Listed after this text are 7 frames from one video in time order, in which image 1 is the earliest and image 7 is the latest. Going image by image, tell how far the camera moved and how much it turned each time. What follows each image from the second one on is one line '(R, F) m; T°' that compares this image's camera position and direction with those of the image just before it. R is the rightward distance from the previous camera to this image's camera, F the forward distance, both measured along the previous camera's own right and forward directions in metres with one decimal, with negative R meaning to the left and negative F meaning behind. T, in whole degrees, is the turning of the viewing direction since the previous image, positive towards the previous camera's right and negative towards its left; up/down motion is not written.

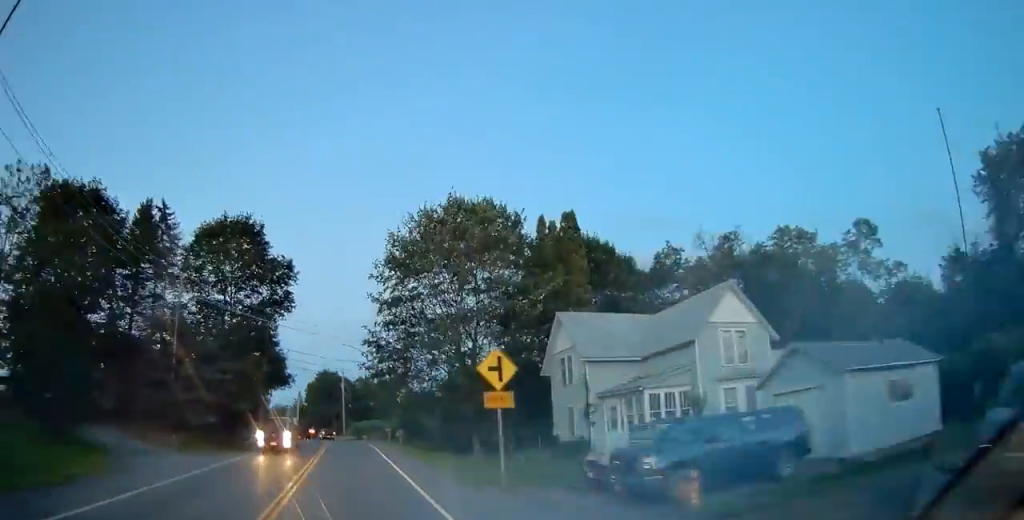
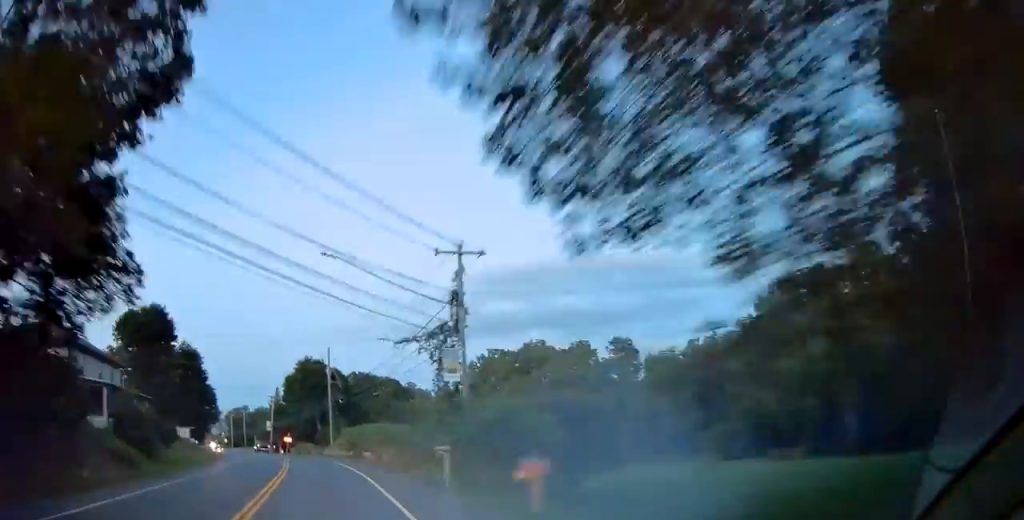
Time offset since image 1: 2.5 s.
(+1.3, +33.2) m; -2°
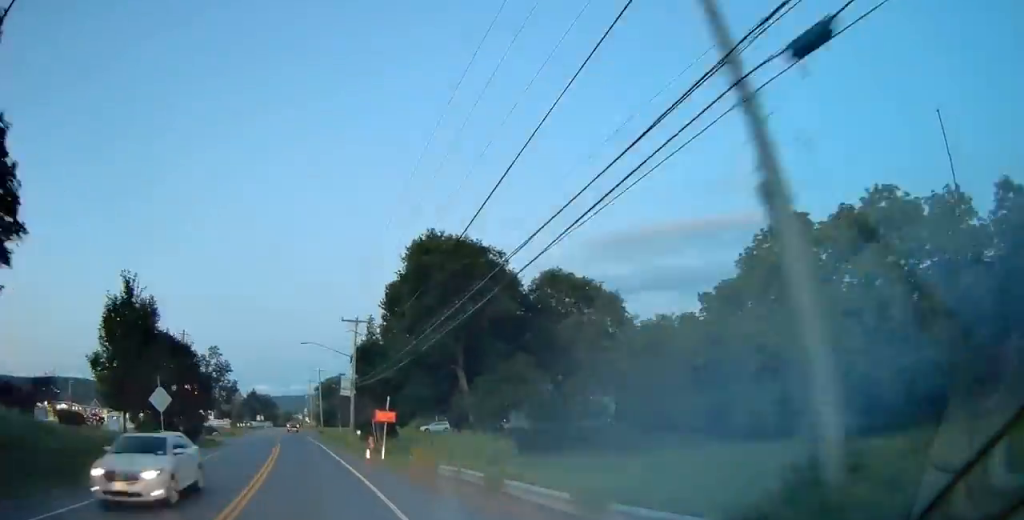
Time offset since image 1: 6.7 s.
(-4.3, +55.4) m; -8°
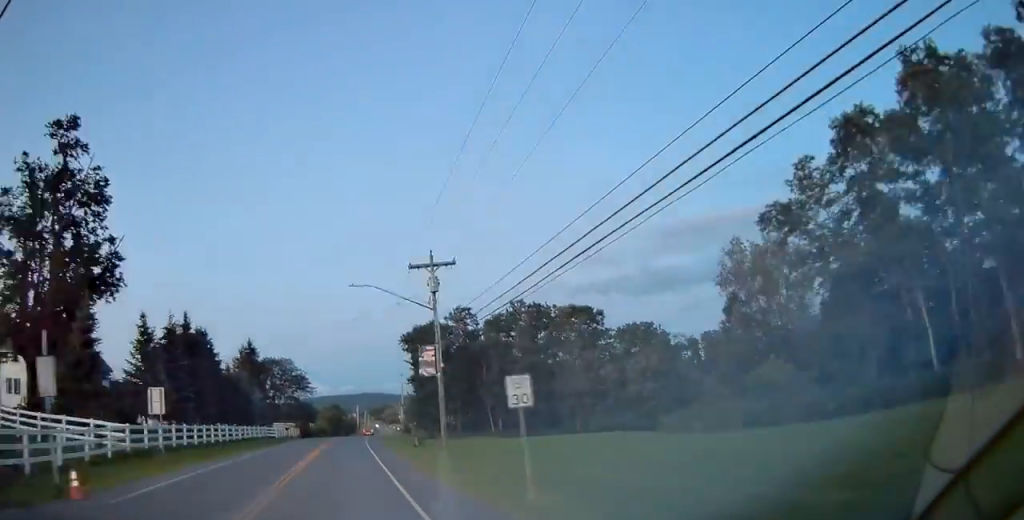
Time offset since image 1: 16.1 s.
(-10.2, +132.8) m; -4°
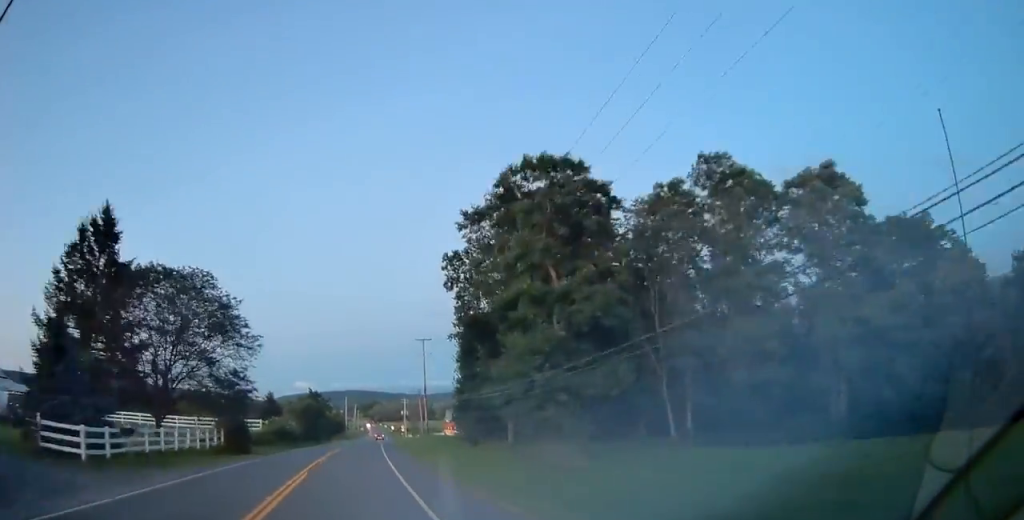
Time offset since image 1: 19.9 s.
(+0.9, +54.4) m; +2°
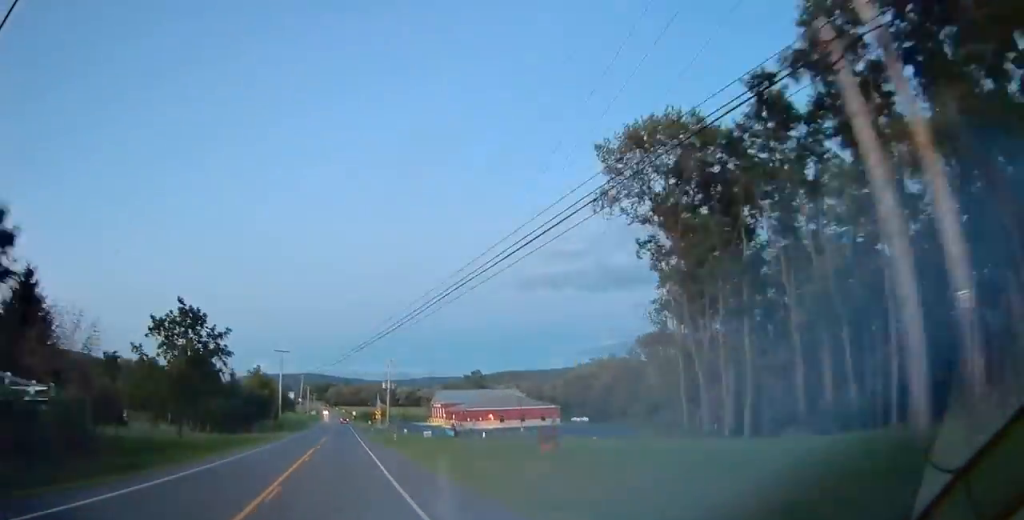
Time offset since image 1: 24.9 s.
(+1.9, +74.5) m; +3°
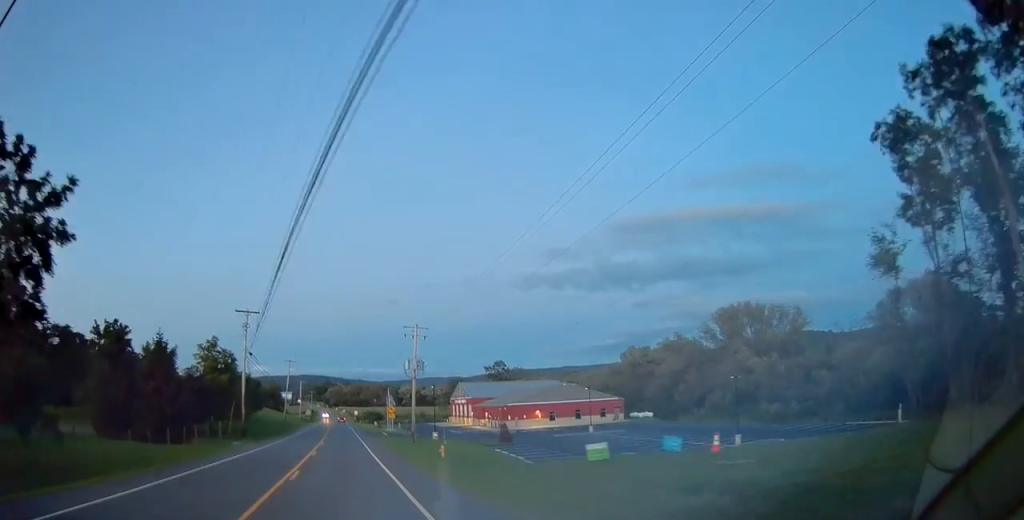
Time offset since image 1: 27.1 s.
(+0.4, +31.5) m; +1°
